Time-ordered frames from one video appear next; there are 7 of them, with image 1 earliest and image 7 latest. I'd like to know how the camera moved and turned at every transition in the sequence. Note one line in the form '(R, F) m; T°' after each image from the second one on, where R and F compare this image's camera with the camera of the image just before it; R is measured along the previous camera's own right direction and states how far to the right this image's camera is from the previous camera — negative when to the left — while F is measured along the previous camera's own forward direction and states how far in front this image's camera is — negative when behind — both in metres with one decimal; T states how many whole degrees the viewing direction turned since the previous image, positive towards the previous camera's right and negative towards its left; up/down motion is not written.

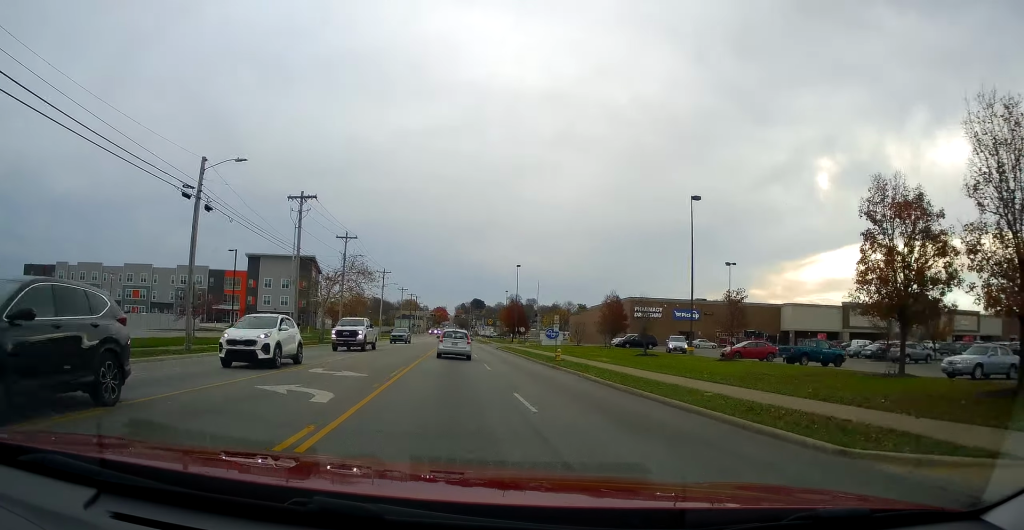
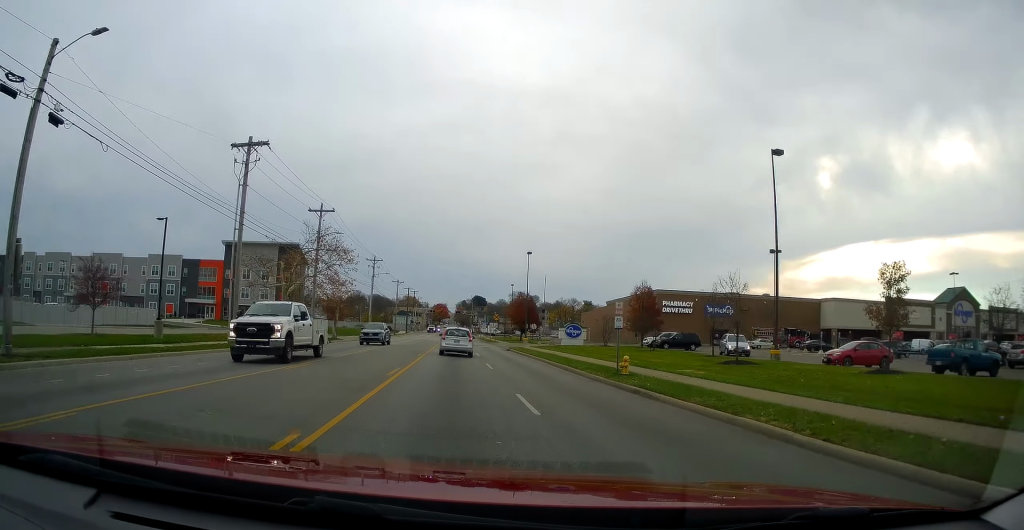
(0.0, +12.7) m; 0°
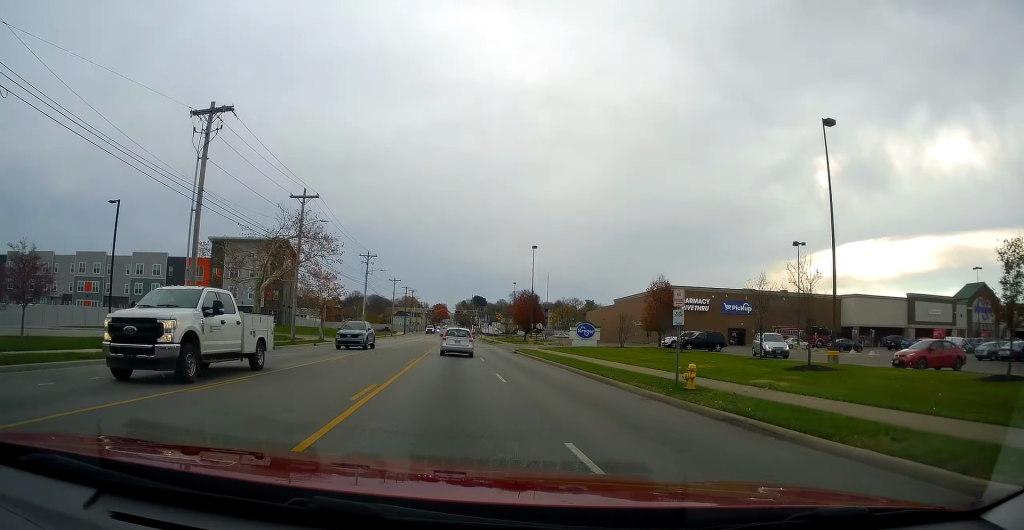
(0.0, +5.6) m; -1°
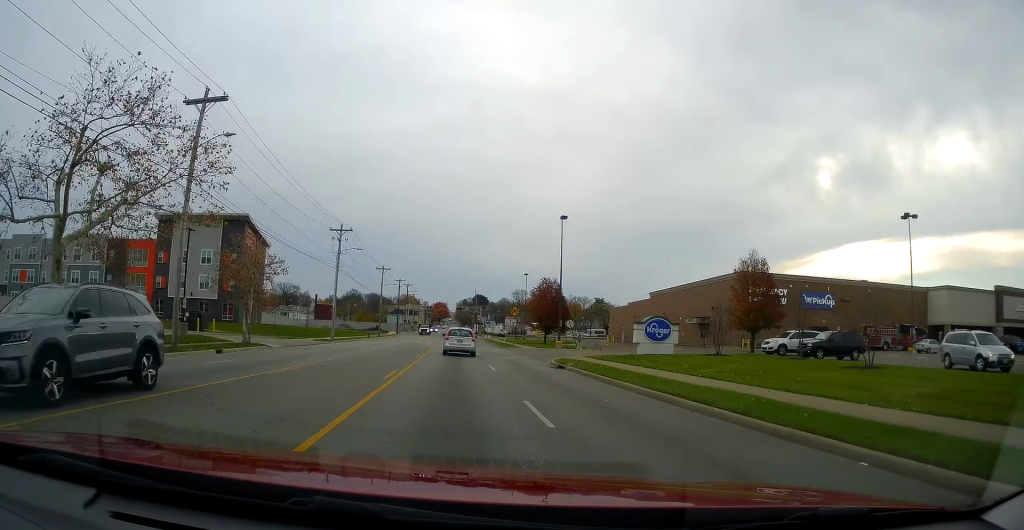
(-0.6, +19.1) m; +1°
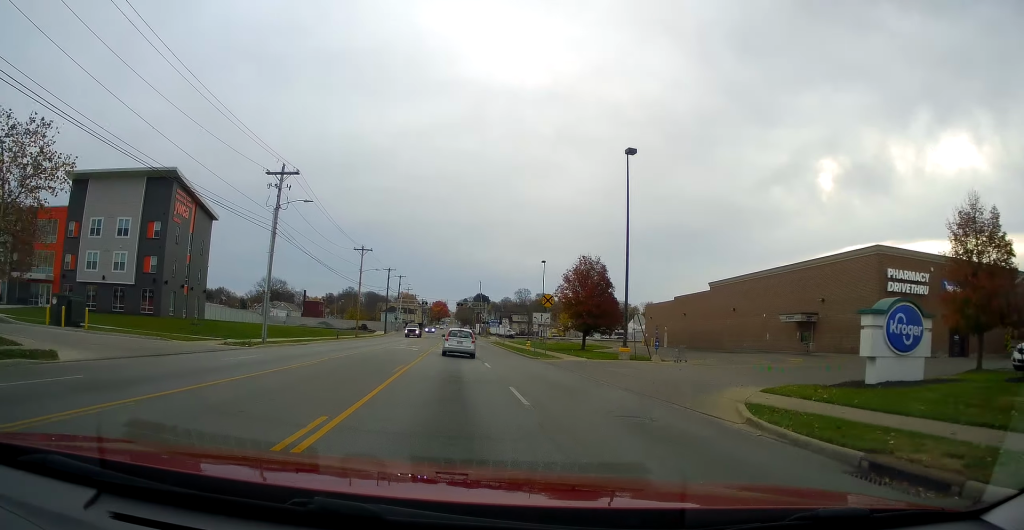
(+0.8, +21.2) m; 0°
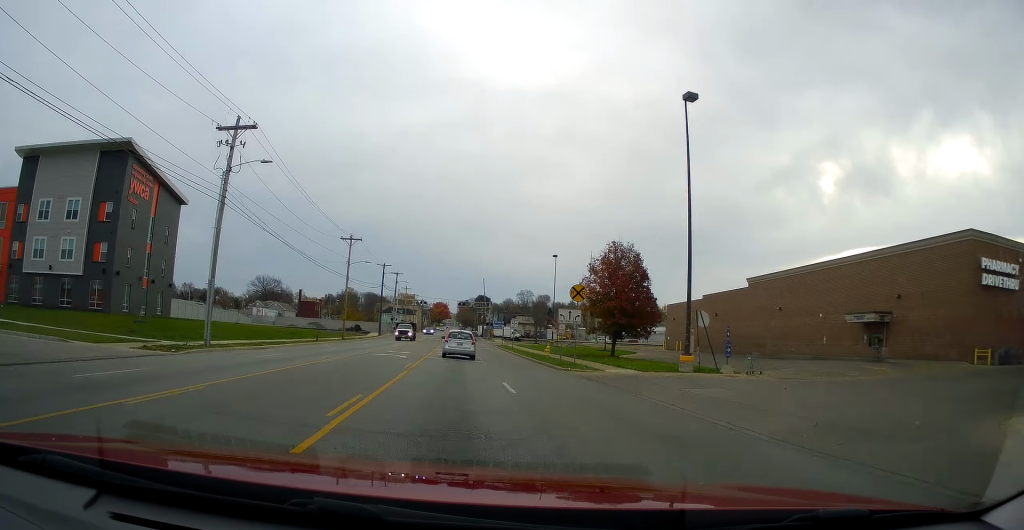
(-0.6, +9.3) m; 0°
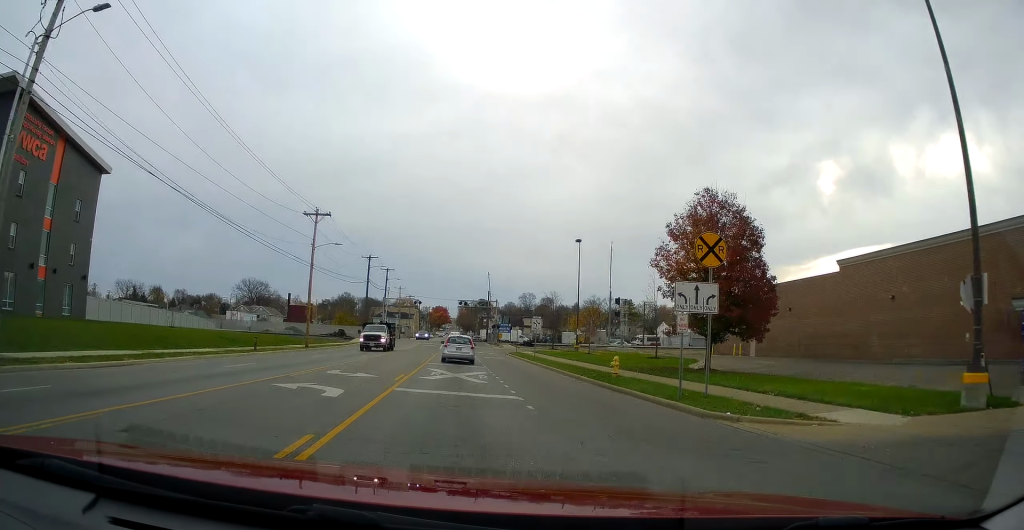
(+0.6, +16.6) m; +3°
